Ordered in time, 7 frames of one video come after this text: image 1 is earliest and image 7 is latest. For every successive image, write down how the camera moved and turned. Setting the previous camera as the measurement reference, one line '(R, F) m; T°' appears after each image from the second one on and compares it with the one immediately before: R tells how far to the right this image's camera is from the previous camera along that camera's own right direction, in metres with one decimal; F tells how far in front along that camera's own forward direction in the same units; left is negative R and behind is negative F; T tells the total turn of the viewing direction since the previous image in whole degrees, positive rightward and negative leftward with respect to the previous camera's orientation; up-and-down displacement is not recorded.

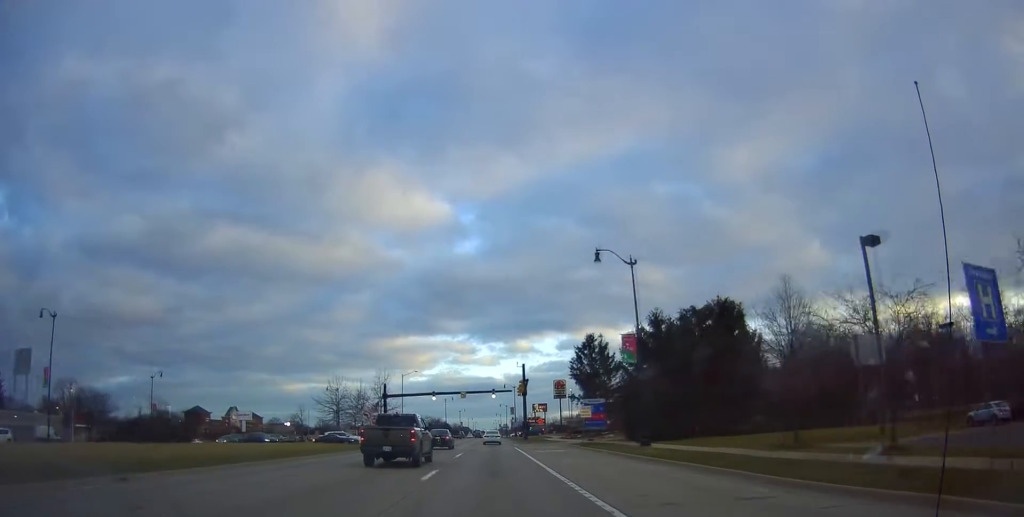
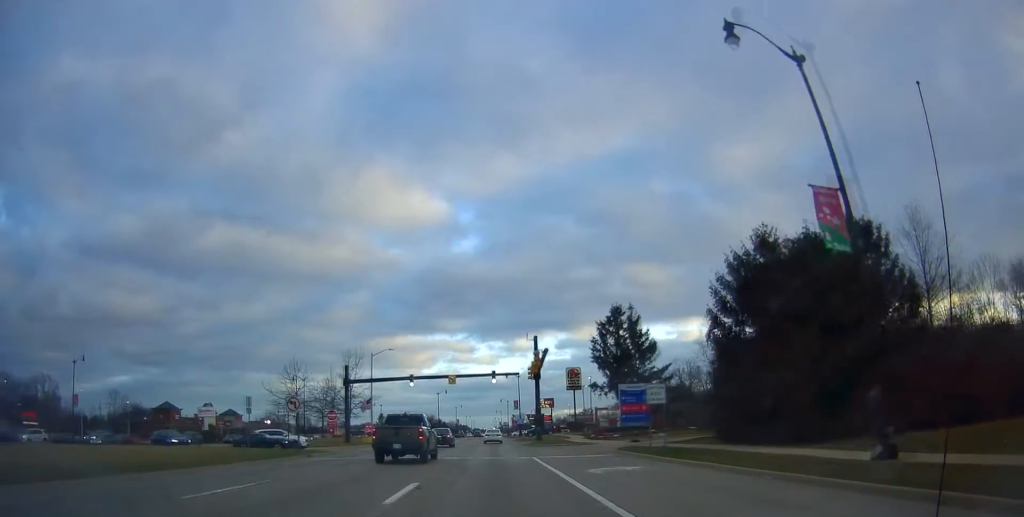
(+0.7, +20.3) m; +1°
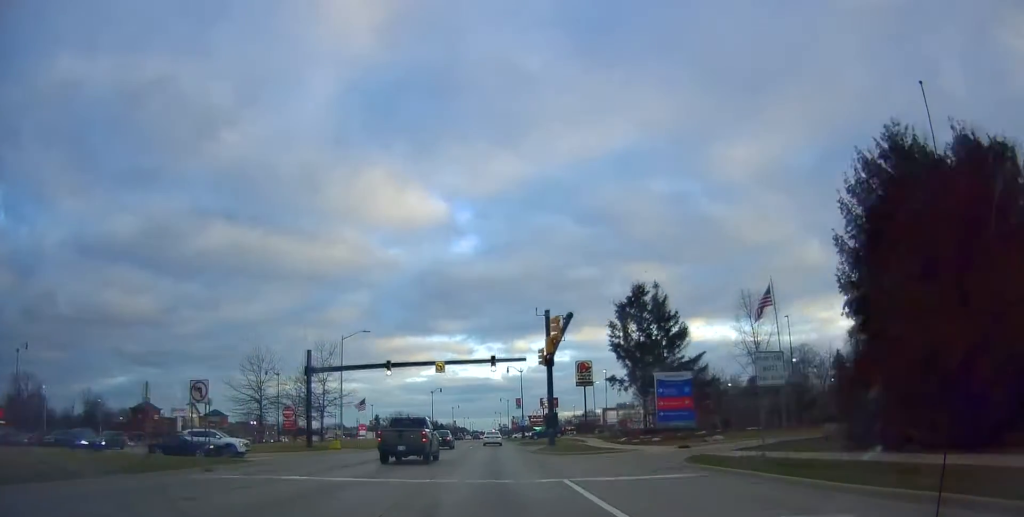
(+0.1, +11.8) m; -1°
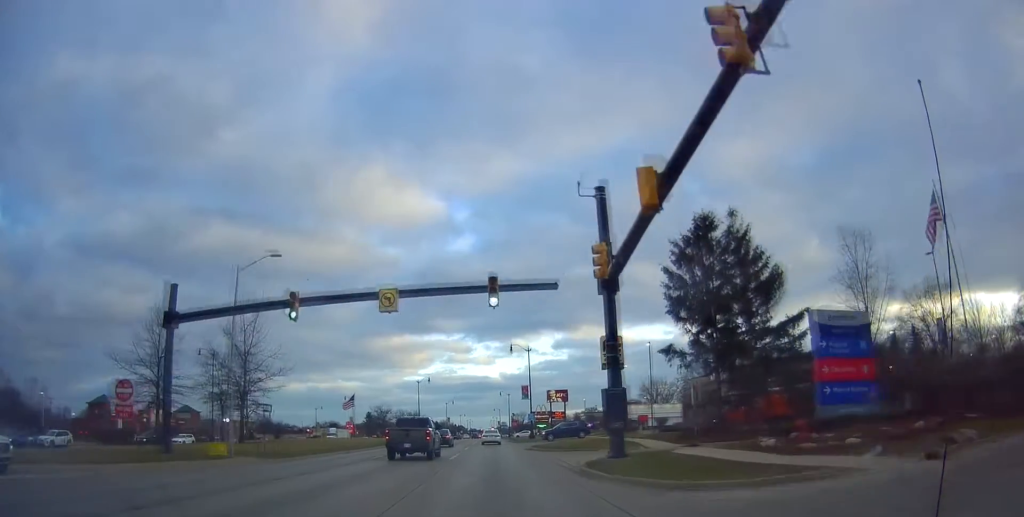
(-0.7, +20.7) m; 0°
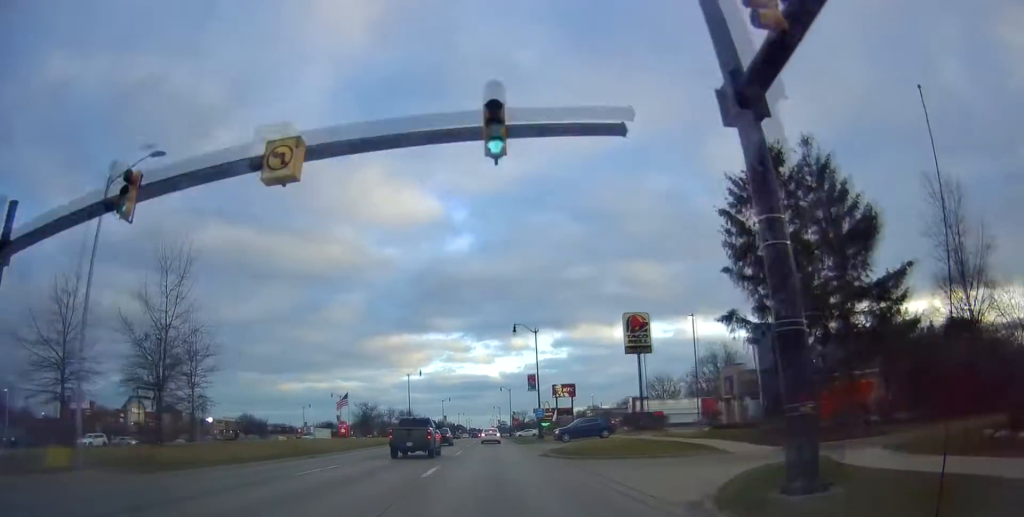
(+0.3, +11.5) m; +1°
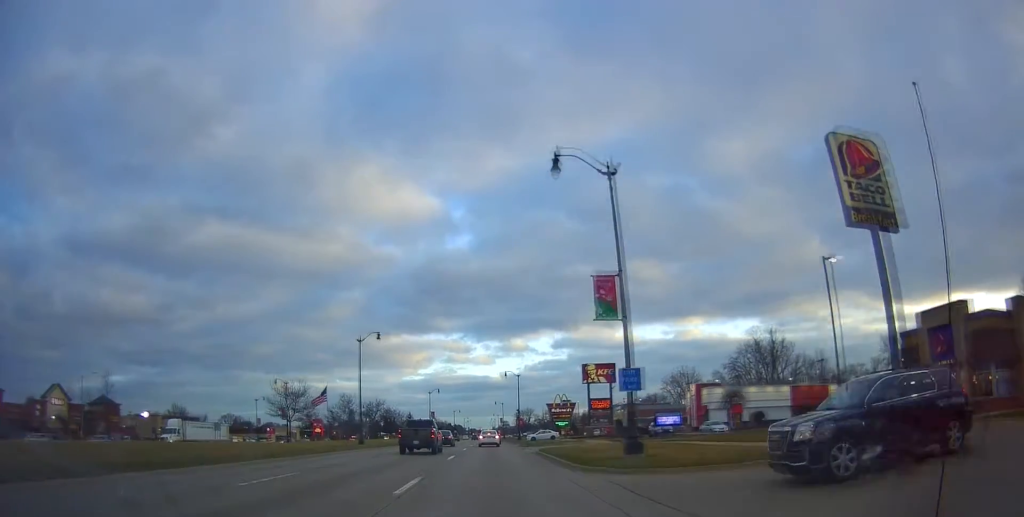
(+0.5, +34.7) m; 0°
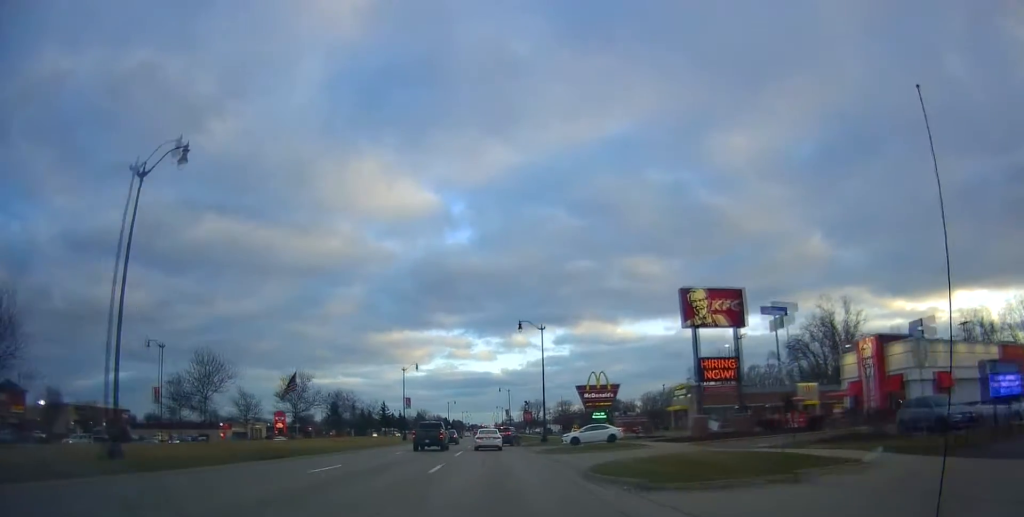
(-0.4, +38.8) m; -1°
